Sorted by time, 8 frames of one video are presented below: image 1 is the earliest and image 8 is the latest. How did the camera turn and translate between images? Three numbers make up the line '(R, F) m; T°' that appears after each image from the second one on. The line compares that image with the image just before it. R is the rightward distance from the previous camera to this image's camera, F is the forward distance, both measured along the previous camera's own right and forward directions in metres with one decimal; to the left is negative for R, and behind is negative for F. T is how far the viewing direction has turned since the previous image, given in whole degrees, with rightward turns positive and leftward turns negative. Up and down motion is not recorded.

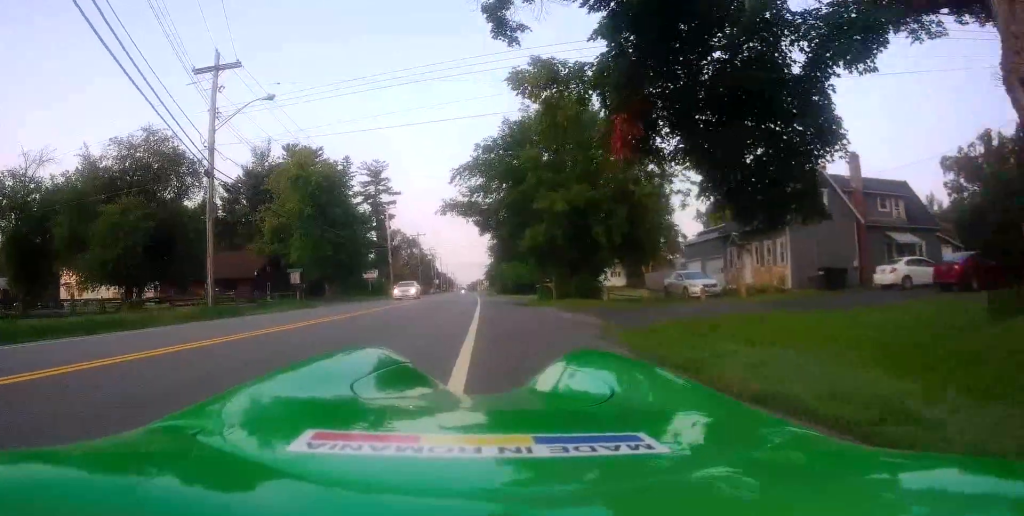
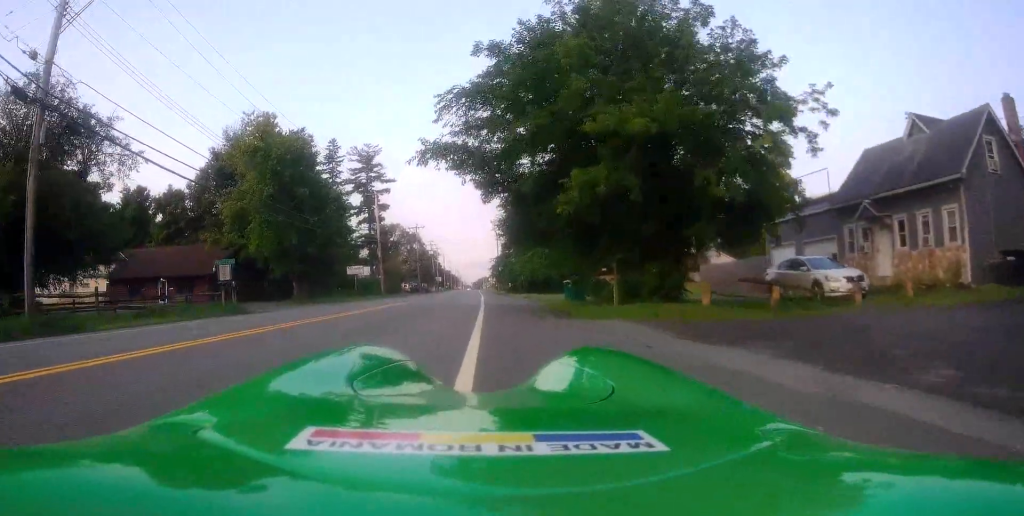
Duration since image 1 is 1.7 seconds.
(+0.5, +12.0) m; +2°
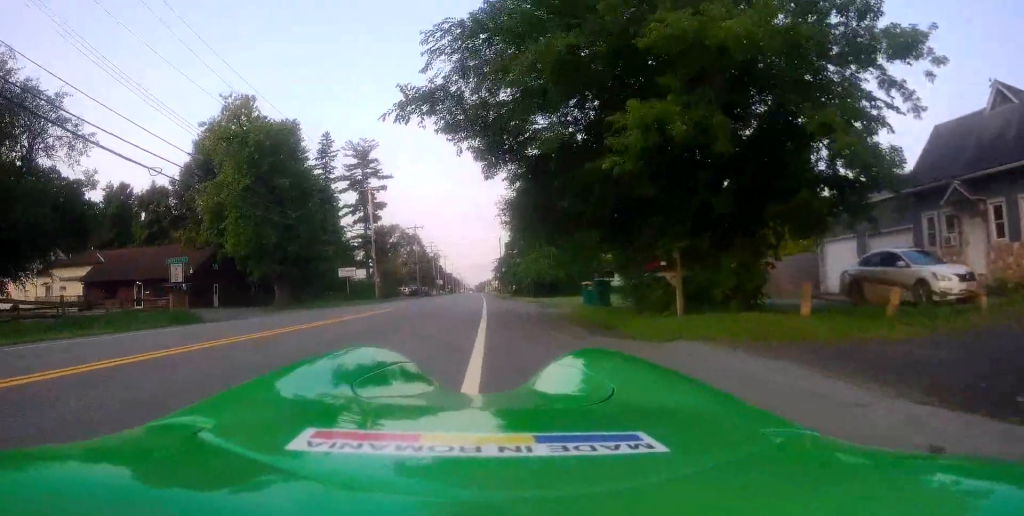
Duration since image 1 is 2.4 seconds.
(0.0, +5.0) m; -2°
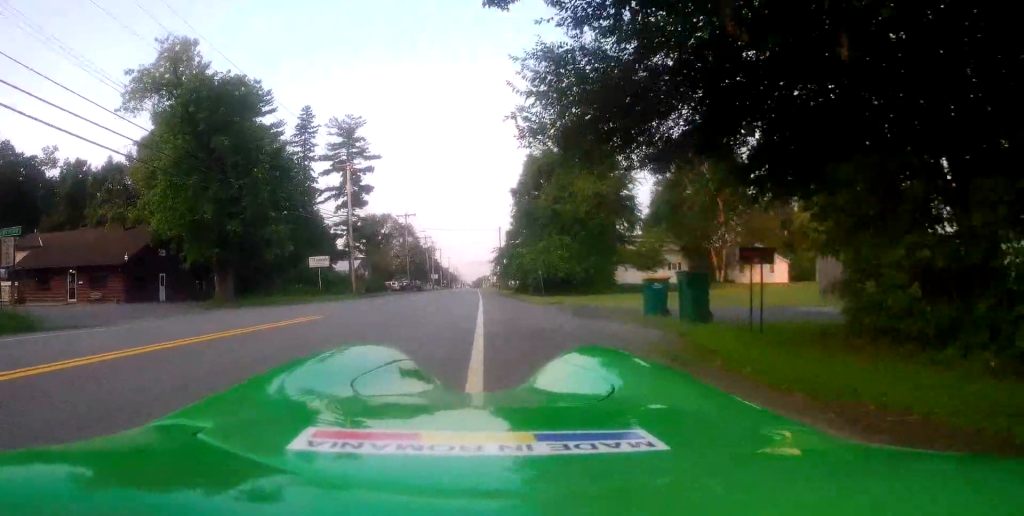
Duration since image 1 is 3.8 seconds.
(-0.1, +9.5) m; +2°
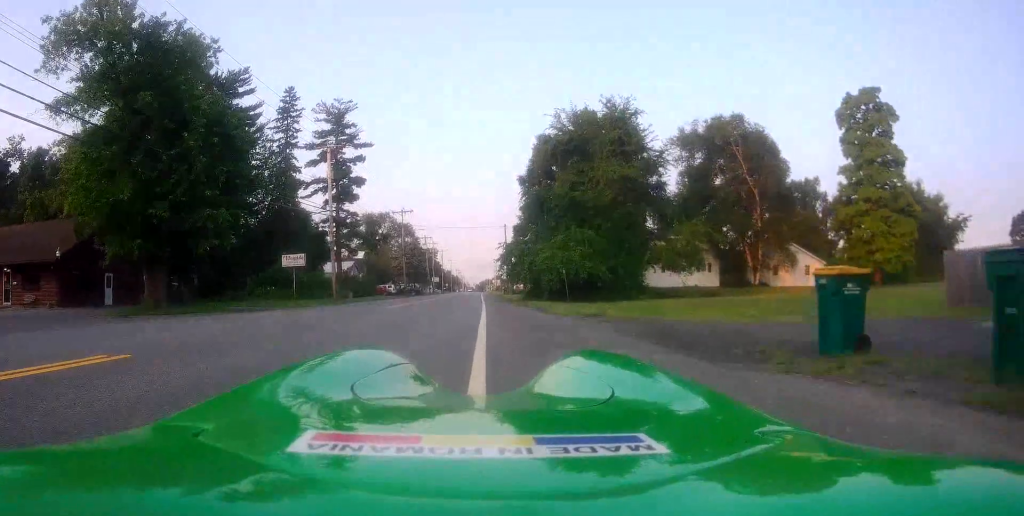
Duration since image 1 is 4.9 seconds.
(+0.4, +8.1) m; +1°
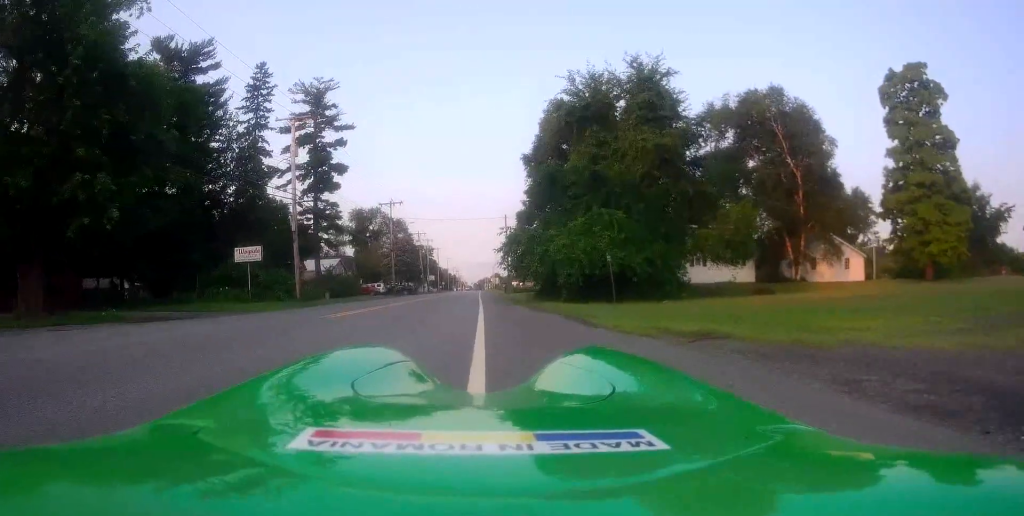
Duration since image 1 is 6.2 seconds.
(-0.4, +8.9) m; -5°
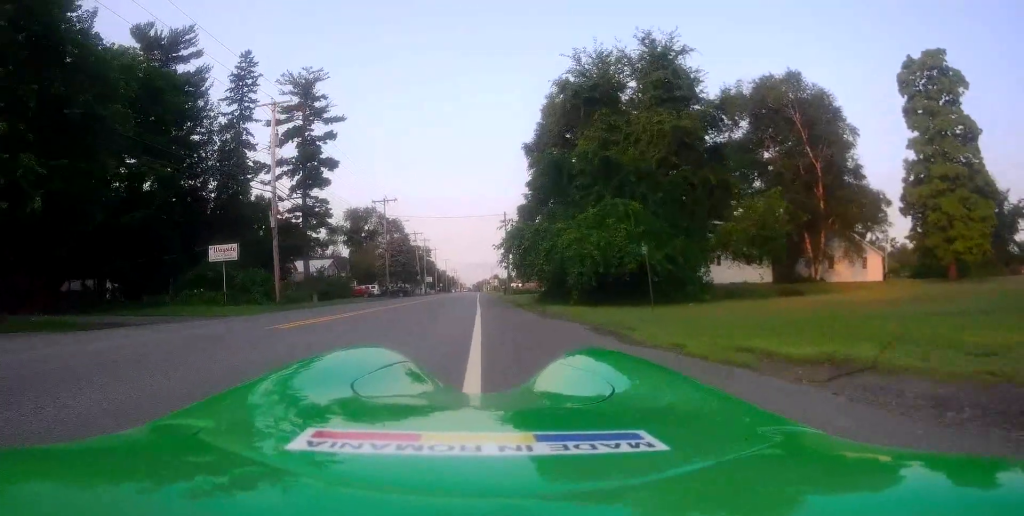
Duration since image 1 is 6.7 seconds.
(0.0, +3.6) m; 0°
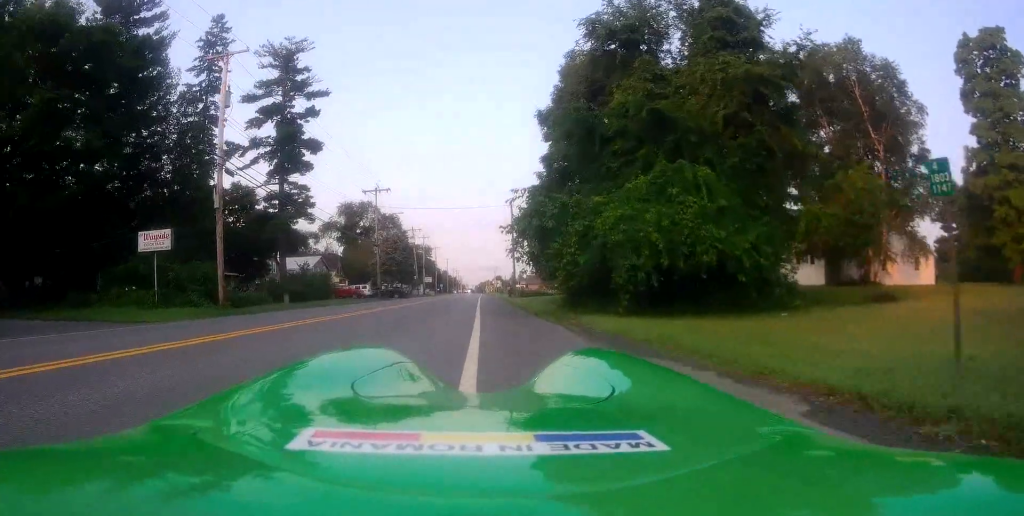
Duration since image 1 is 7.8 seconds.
(+0.2, +8.0) m; +2°
